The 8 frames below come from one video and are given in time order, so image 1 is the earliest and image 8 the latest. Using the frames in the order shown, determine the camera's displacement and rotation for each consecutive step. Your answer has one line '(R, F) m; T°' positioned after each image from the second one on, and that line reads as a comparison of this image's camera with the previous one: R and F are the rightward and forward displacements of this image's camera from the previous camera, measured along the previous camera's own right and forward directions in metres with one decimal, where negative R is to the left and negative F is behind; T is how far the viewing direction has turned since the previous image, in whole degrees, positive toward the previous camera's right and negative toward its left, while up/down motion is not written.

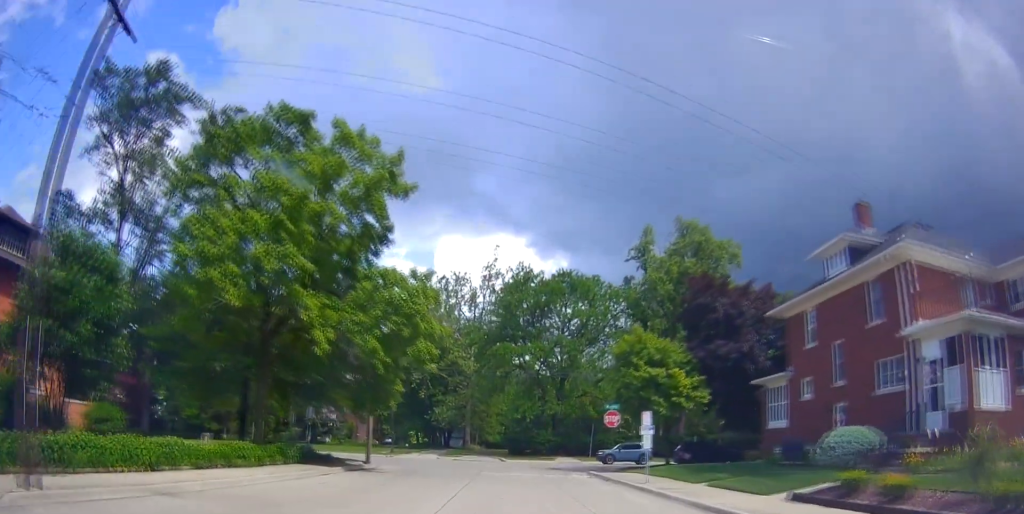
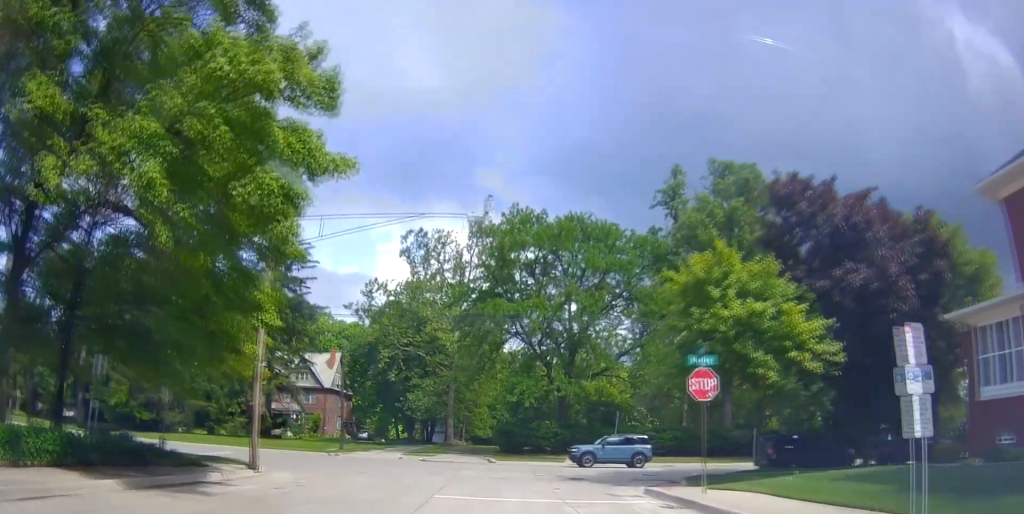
(+0.1, +17.7) m; 0°
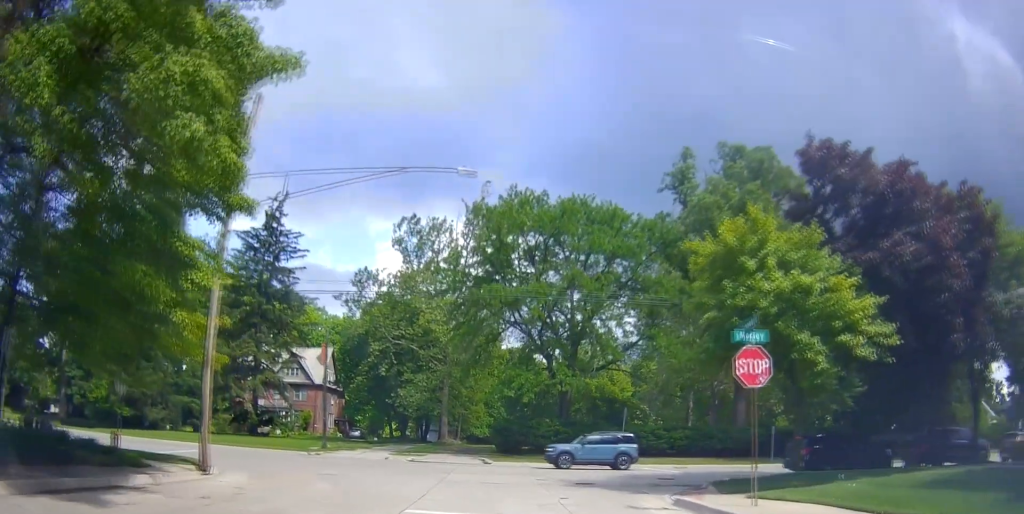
(0.0, +4.8) m; 0°
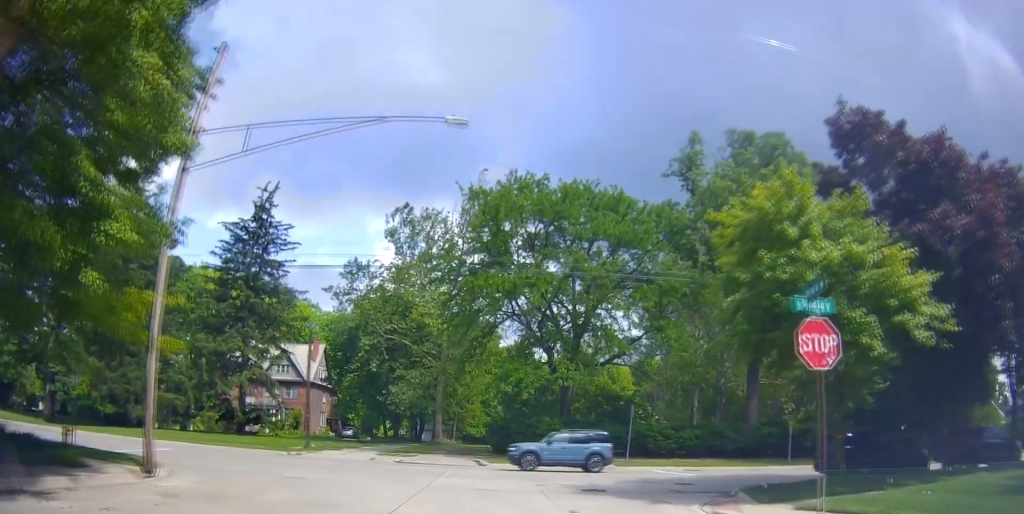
(0.0, +4.8) m; 0°
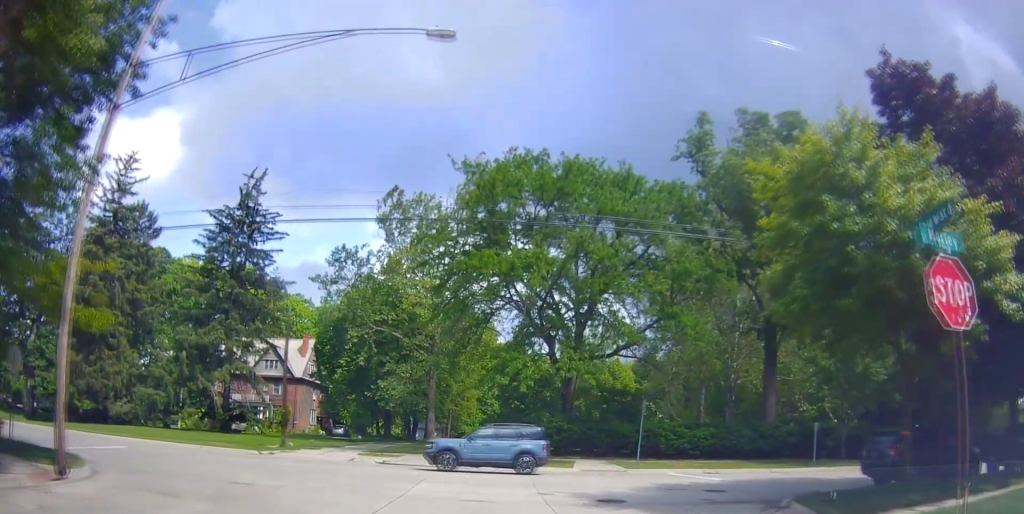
(0.0, +6.5) m; +1°
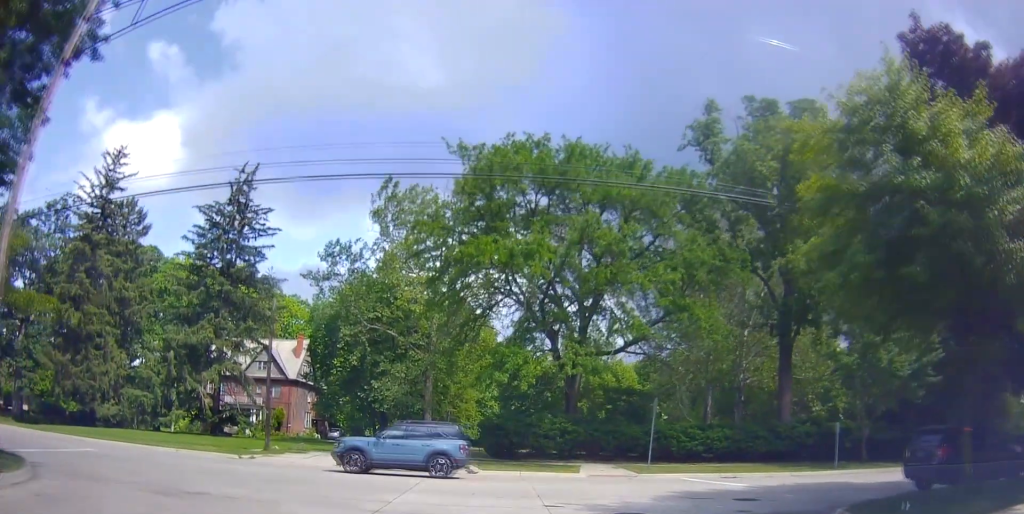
(0.0, +4.9) m; +1°
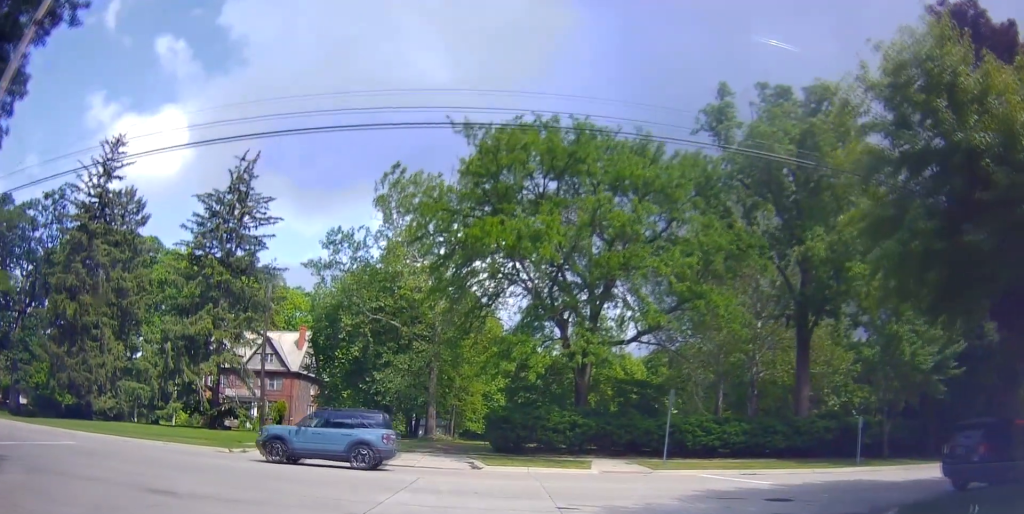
(+0.1, +3.3) m; +1°
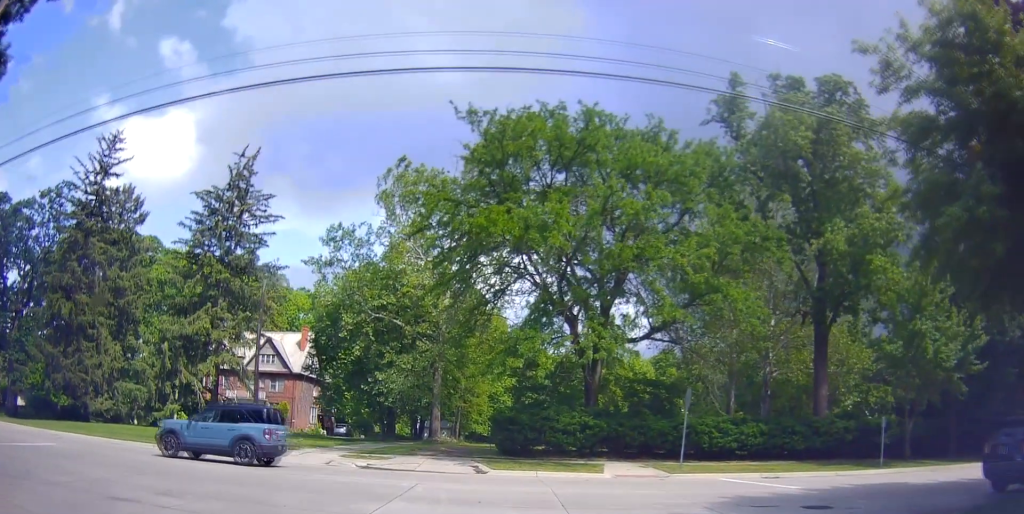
(0.0, +4.0) m; -1°
